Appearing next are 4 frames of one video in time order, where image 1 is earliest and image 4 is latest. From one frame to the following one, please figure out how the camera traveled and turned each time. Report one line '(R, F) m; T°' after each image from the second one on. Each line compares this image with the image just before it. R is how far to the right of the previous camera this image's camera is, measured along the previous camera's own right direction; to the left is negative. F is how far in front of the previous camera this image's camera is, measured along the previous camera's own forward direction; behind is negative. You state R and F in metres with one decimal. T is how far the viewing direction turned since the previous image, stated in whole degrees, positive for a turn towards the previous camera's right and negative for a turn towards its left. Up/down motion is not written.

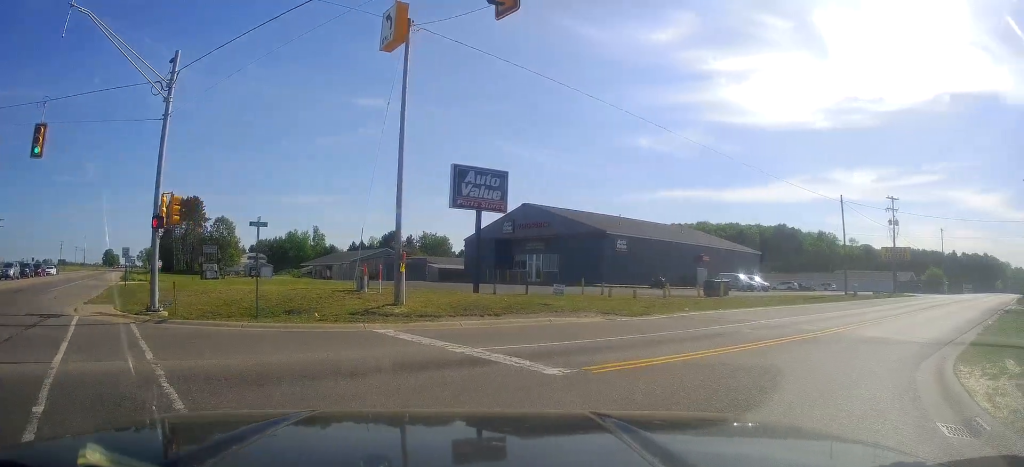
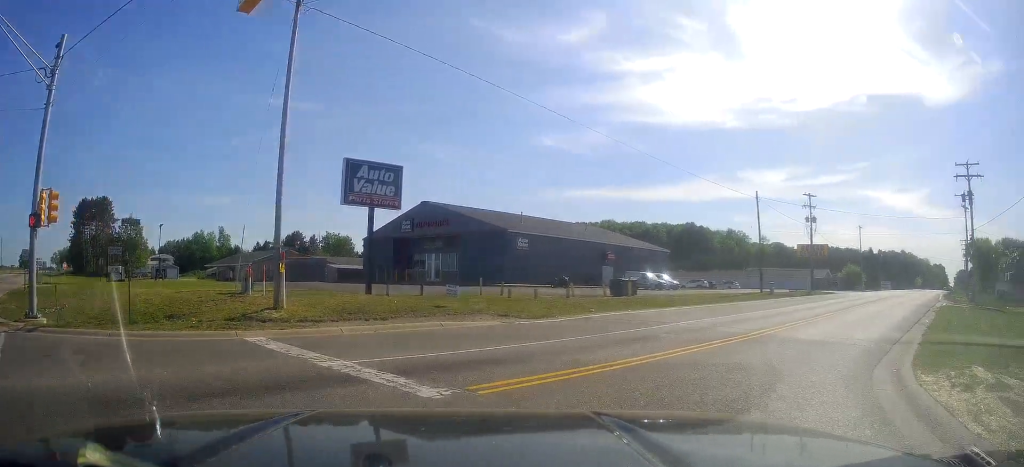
(+0.2, +2.0) m; +7°
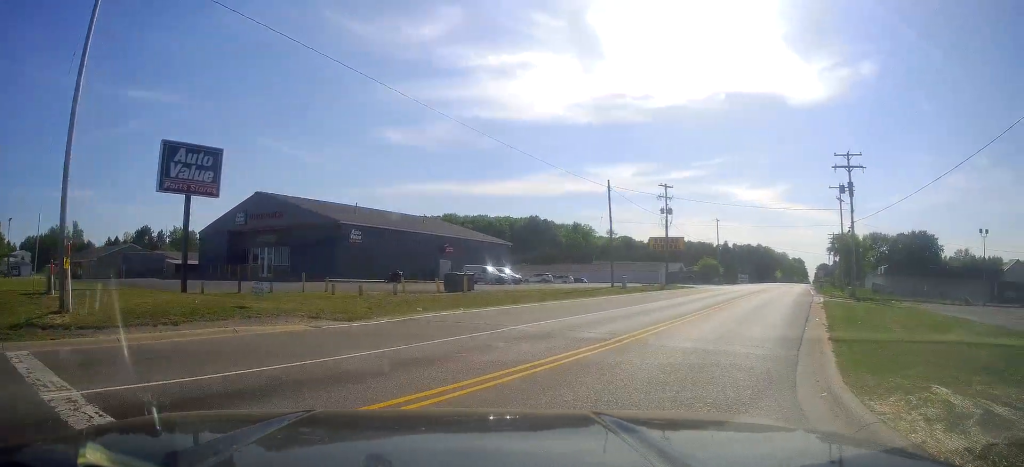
(0.0, +3.5) m; +6°
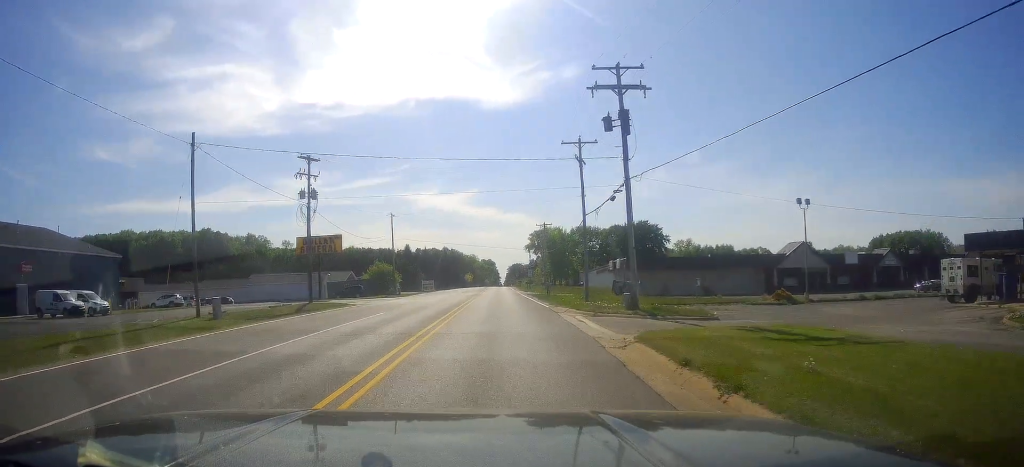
(+3.5, +22.0) m; +8°
